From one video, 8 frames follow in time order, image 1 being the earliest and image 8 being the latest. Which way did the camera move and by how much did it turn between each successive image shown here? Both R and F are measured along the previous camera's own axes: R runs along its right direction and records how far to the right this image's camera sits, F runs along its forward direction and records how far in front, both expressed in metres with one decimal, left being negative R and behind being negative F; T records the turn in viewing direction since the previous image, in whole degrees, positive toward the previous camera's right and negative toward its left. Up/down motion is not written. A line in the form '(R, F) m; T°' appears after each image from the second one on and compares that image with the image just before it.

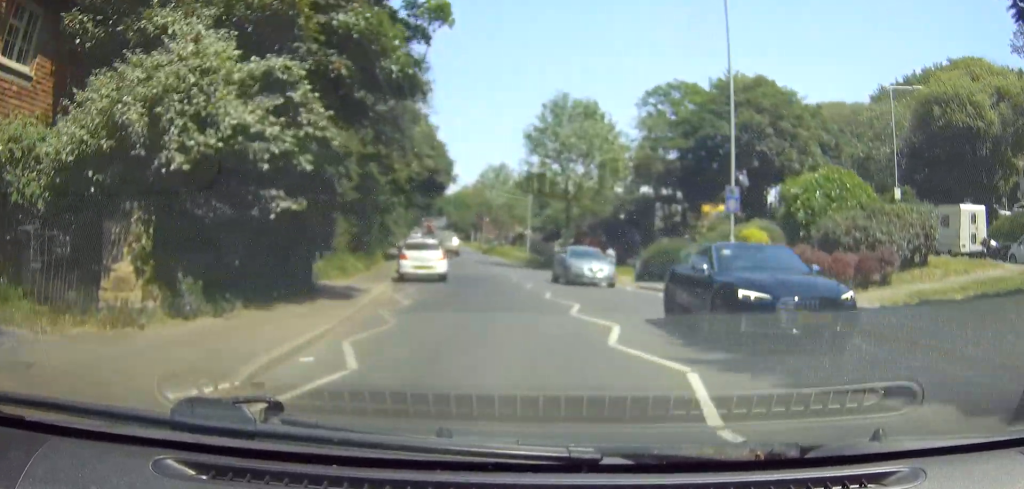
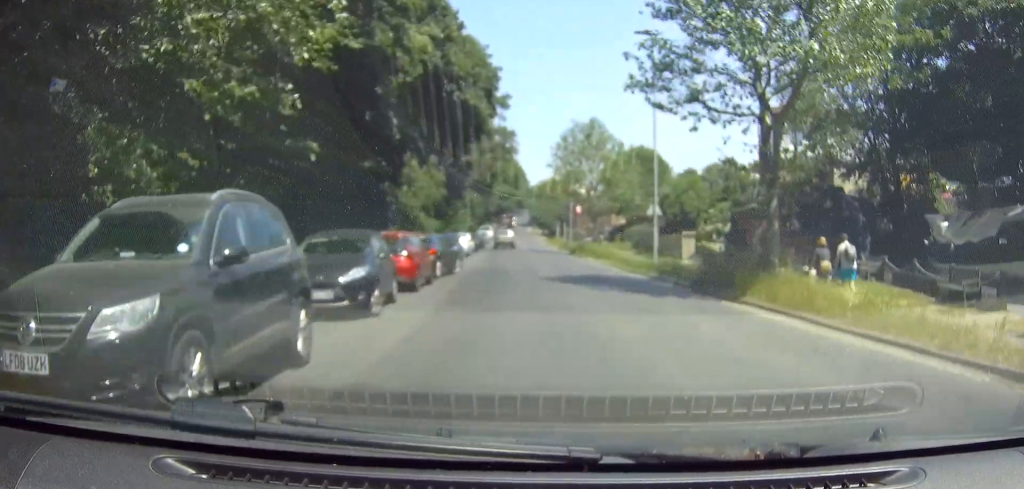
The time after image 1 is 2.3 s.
(-1.7, +26.6) m; -7°
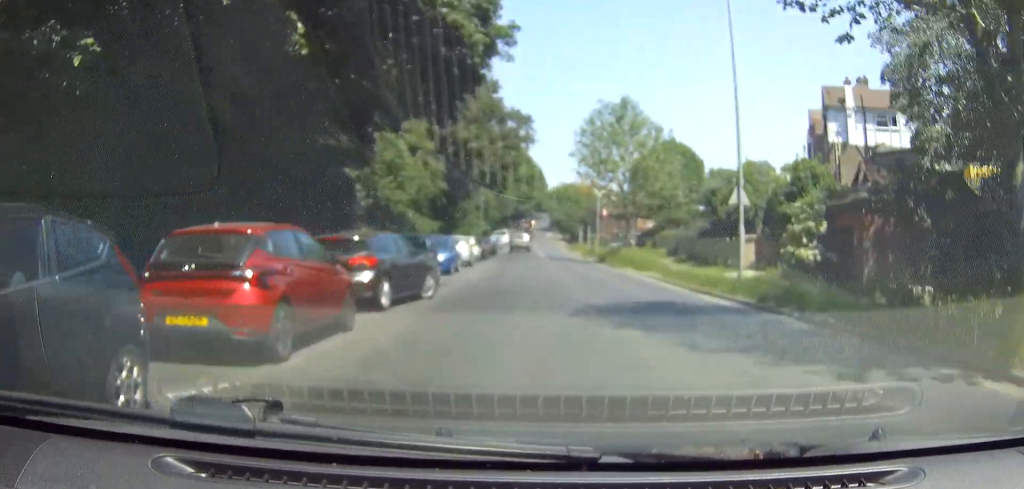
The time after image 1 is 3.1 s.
(-0.3, +9.5) m; -2°
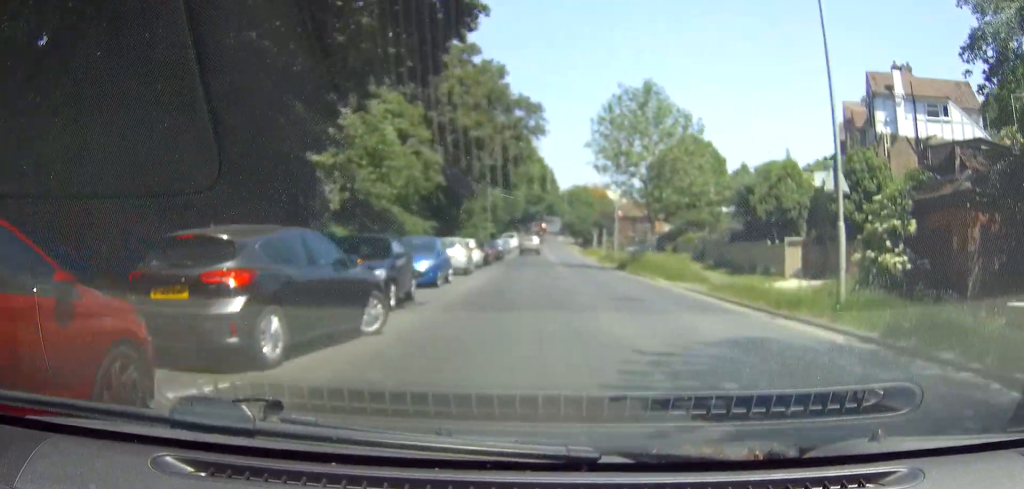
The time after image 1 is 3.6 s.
(-0.1, +5.6) m; -1°
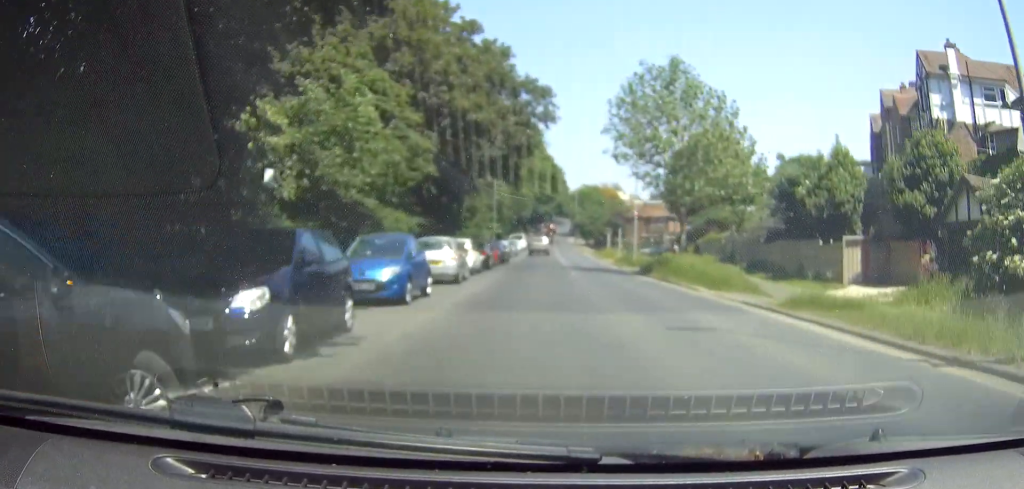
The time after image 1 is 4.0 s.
(-0.1, +5.8) m; -1°
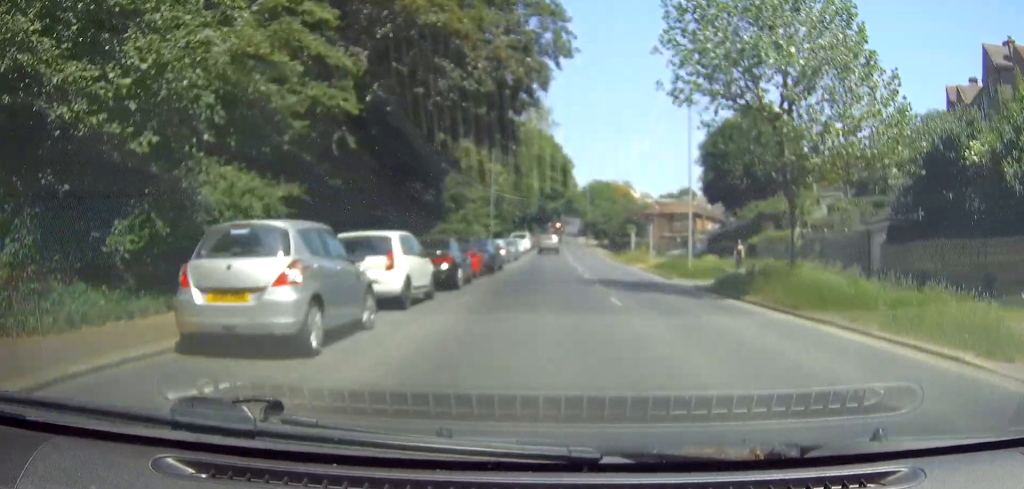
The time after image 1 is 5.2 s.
(-0.2, +14.4) m; 0°
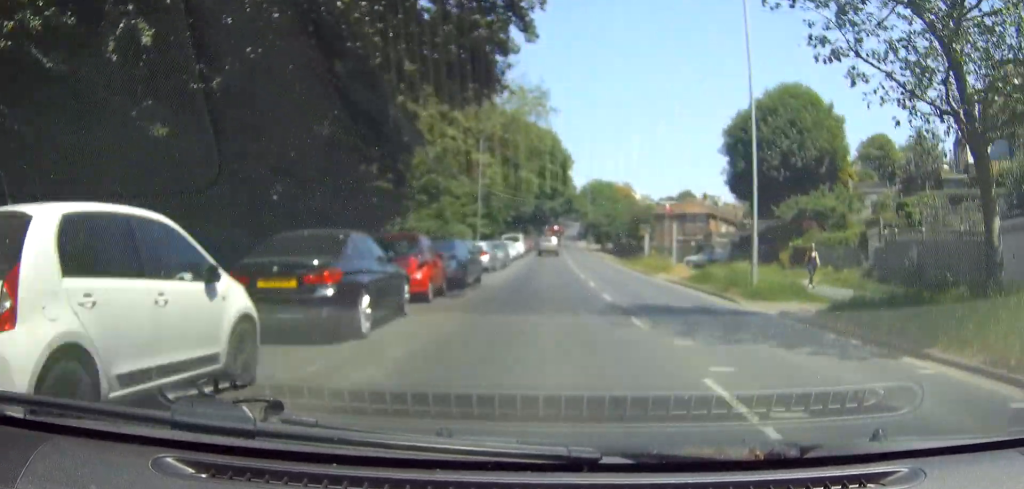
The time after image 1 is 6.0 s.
(+0.1, +9.5) m; 0°
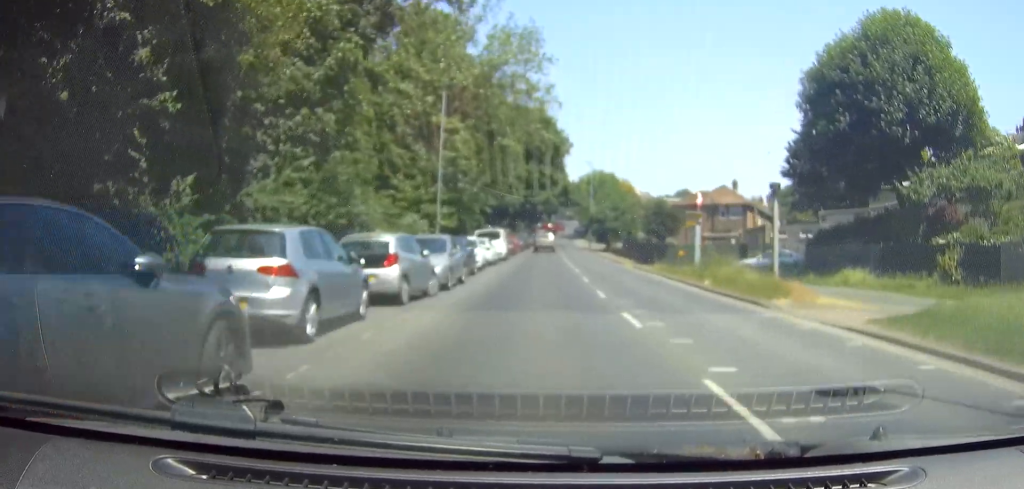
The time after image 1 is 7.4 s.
(0.0, +17.9) m; 0°
